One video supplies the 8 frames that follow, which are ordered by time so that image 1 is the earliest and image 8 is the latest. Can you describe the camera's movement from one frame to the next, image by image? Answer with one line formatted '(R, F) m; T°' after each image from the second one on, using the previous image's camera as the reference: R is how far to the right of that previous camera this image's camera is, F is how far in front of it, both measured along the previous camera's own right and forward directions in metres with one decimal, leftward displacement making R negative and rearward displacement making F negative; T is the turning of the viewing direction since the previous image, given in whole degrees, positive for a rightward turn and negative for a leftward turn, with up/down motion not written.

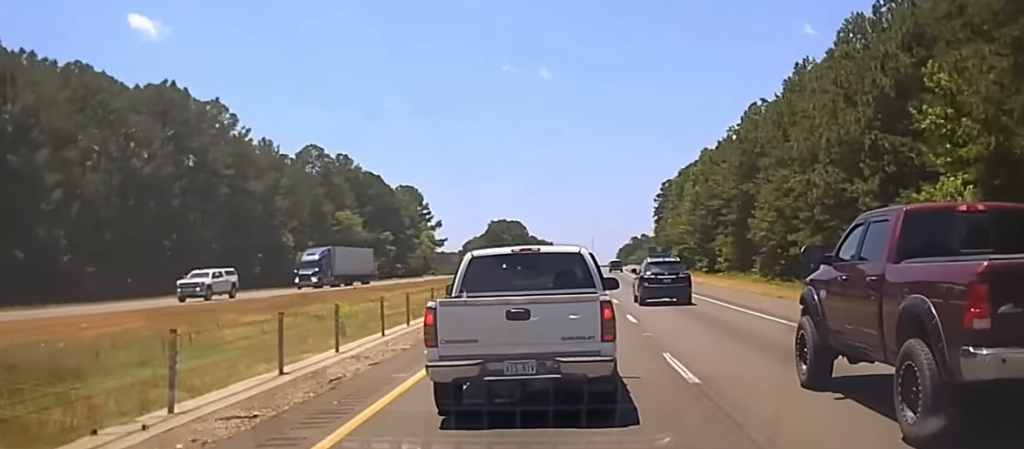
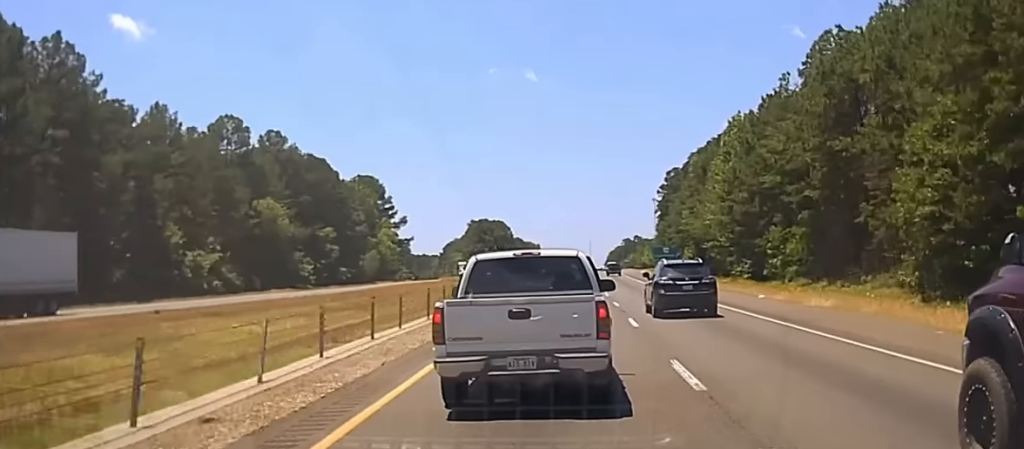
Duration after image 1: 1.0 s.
(+0.4, +41.5) m; +1°
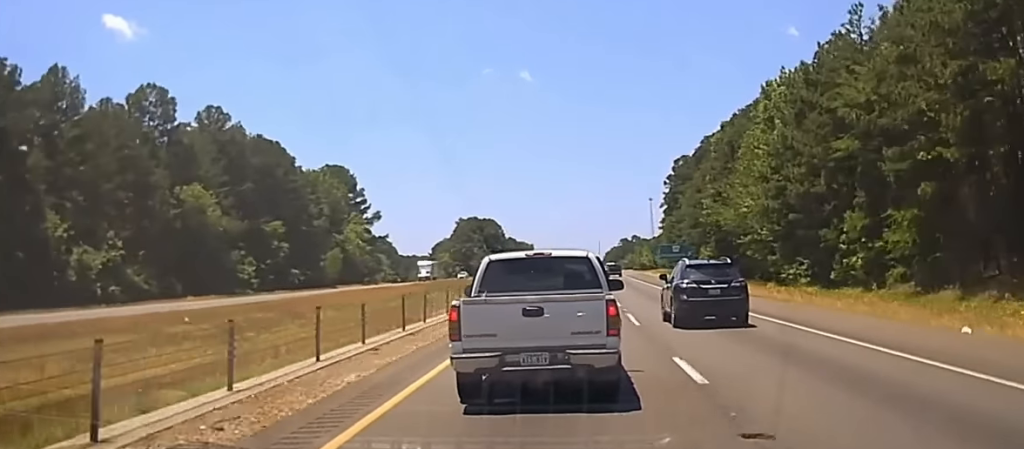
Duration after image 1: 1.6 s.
(+0.1, +27.4) m; 0°
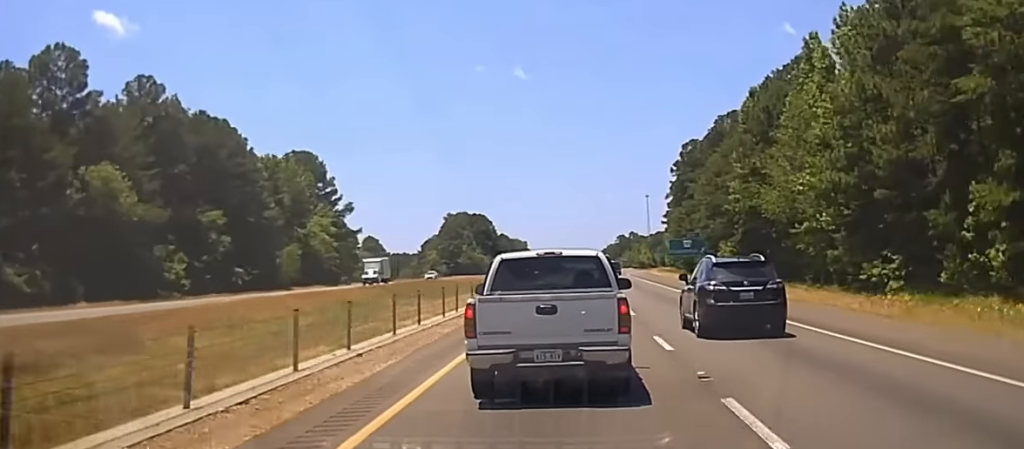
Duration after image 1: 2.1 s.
(0.0, +22.3) m; 0°
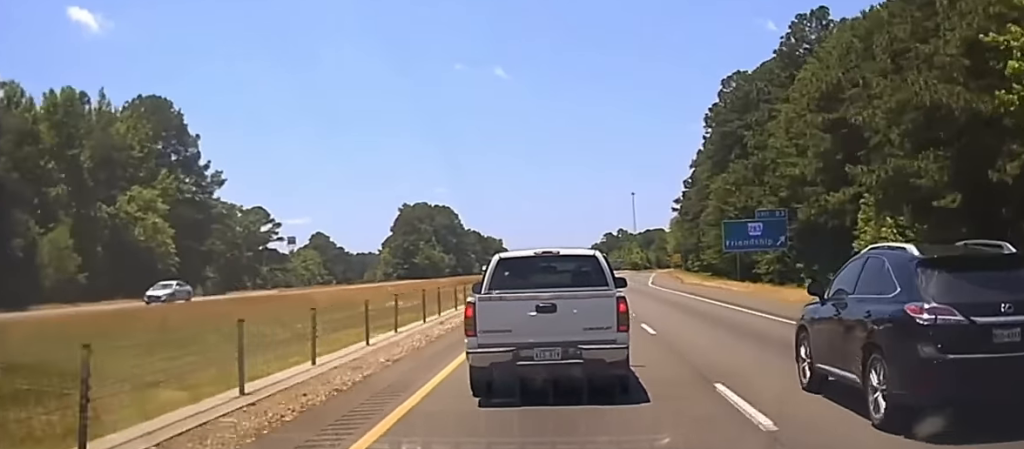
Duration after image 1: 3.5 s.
(+0.4, +60.8) m; +1°
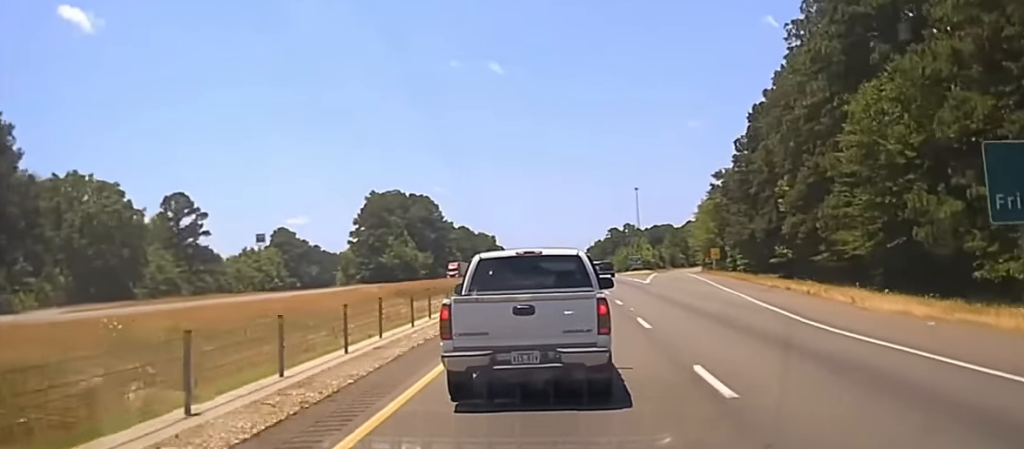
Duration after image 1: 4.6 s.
(+0.2, +50.7) m; 0°
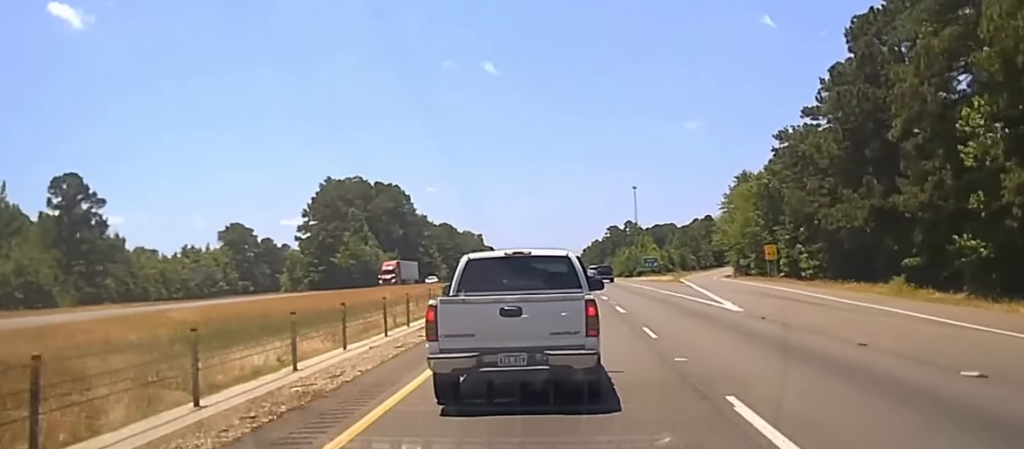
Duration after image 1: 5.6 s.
(0.0, +44.8) m; 0°
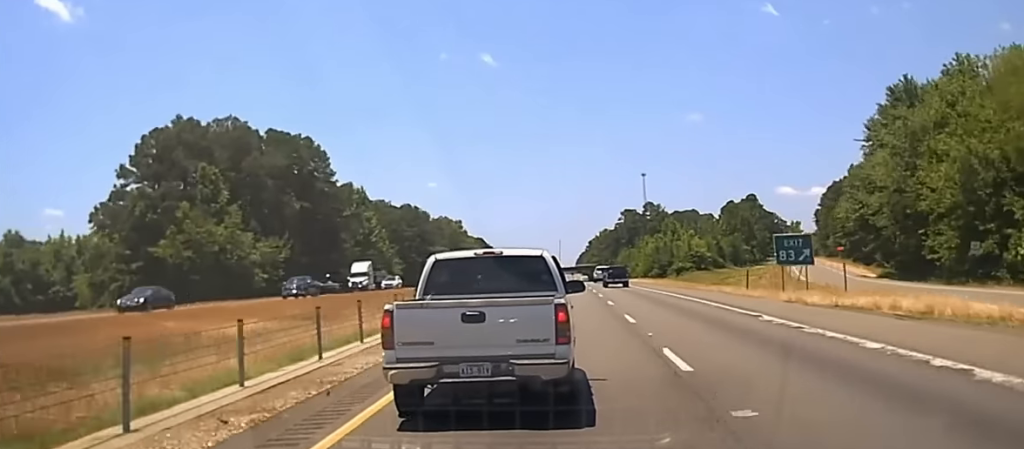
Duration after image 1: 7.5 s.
(+0.4, +85.1) m; 0°
